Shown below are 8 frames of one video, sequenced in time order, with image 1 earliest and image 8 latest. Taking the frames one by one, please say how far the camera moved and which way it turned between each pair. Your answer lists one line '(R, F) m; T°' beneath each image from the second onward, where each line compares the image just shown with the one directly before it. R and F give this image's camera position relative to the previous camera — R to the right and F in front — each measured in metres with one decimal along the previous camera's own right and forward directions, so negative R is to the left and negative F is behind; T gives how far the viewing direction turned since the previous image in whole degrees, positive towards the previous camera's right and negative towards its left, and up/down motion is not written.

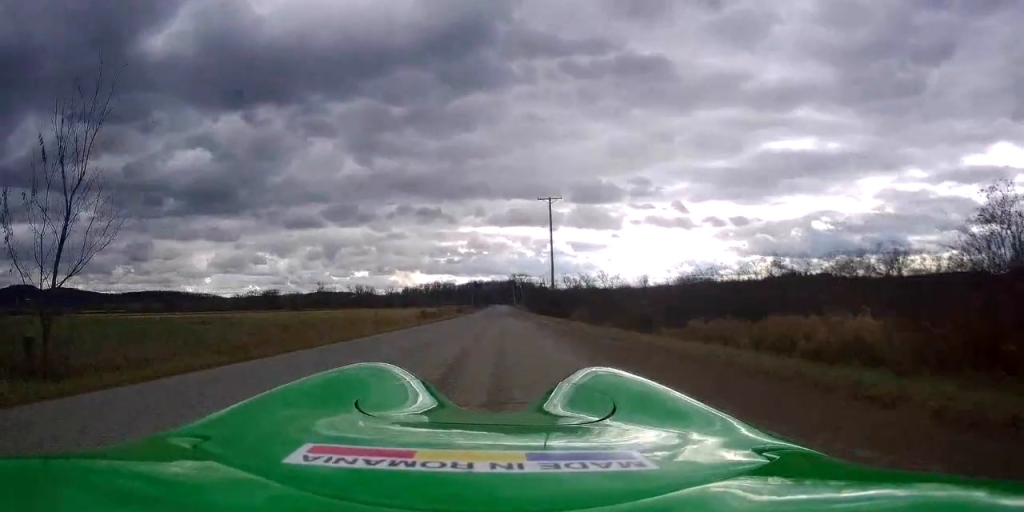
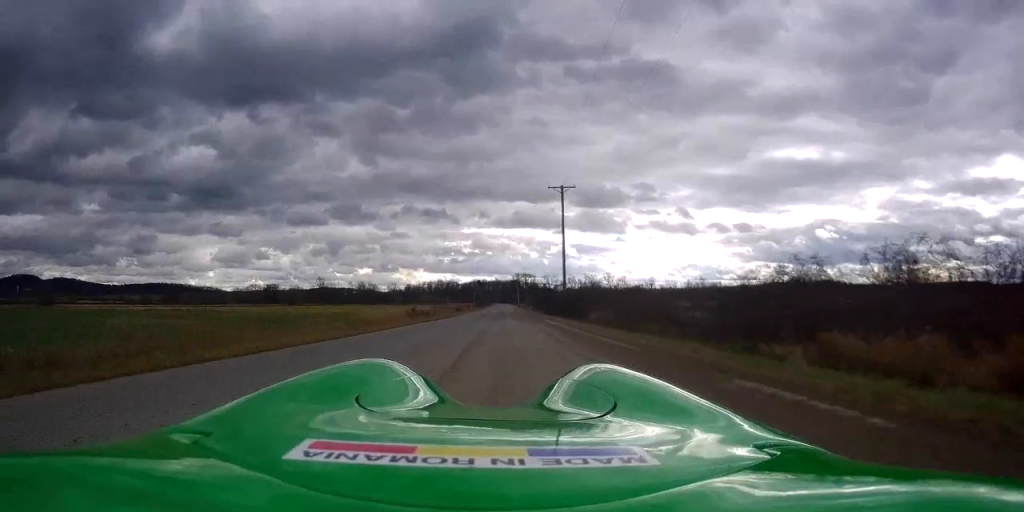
(+0.2, +7.6) m; +1°
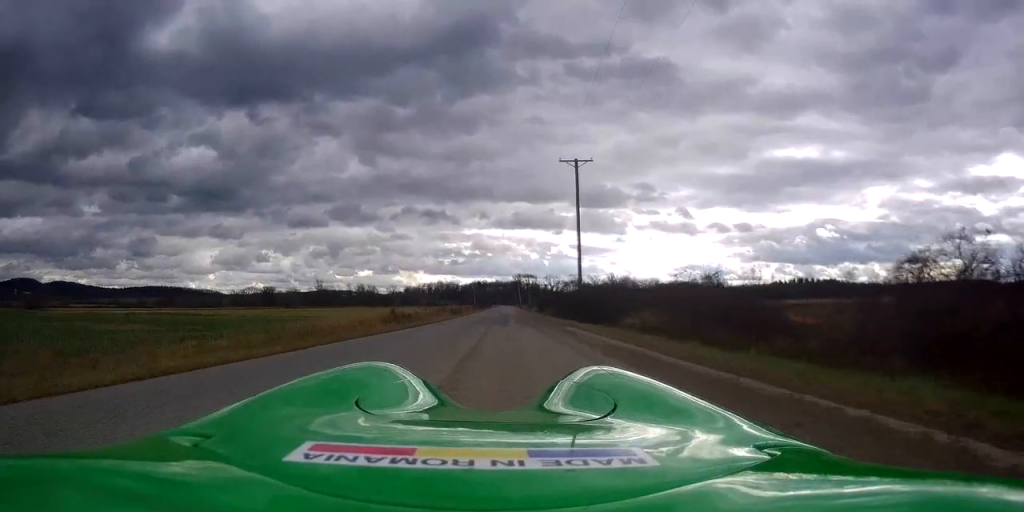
(0.0, +9.5) m; -1°
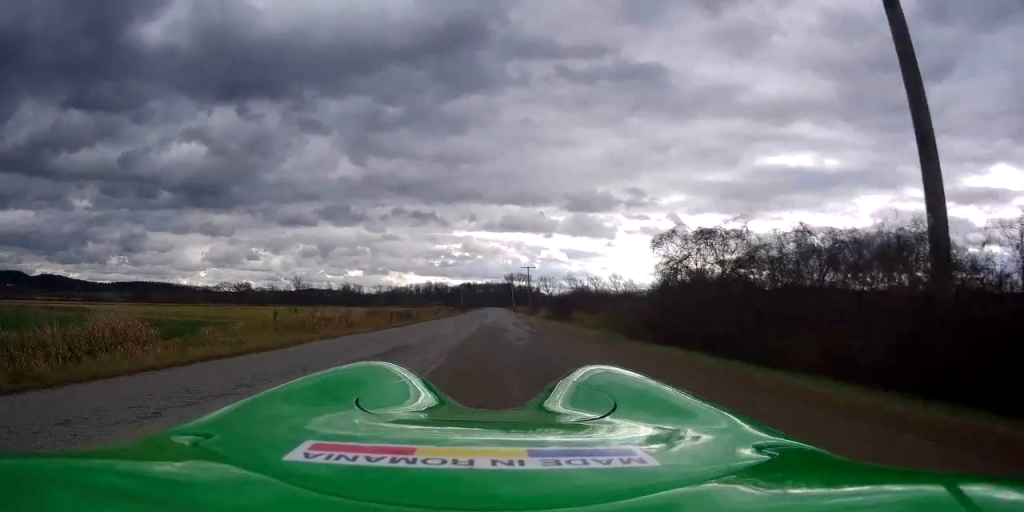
(-1.4, +36.1) m; -3°
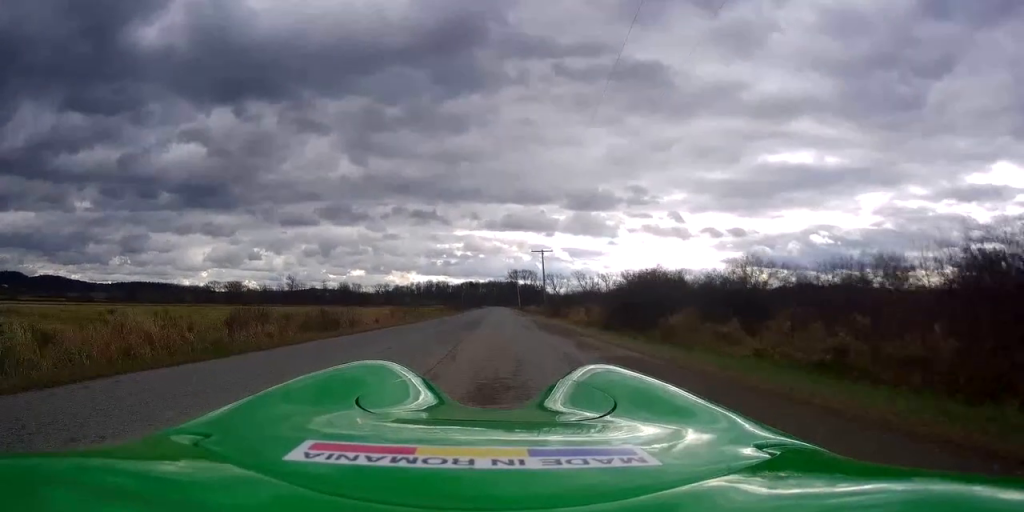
(+0.4, +24.2) m; 0°
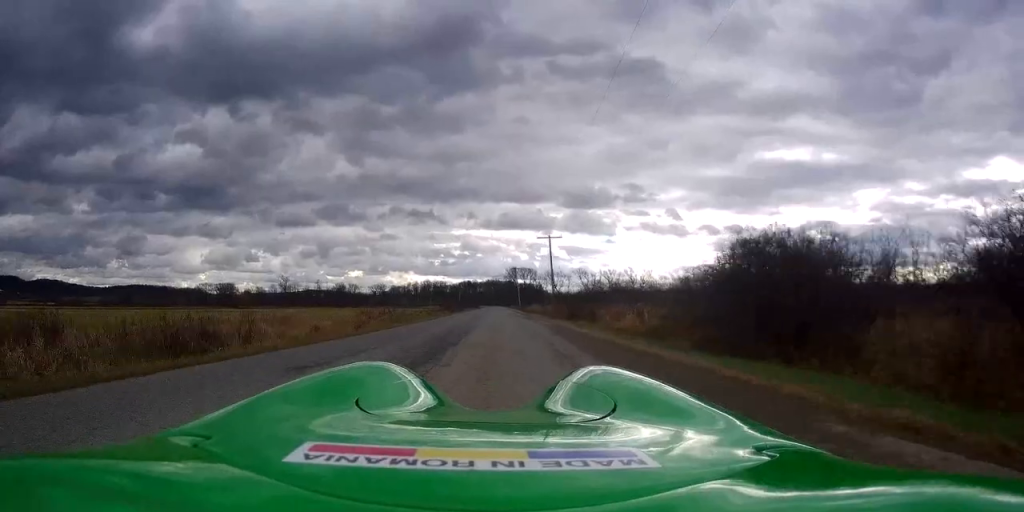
(-0.1, +12.0) m; 0°
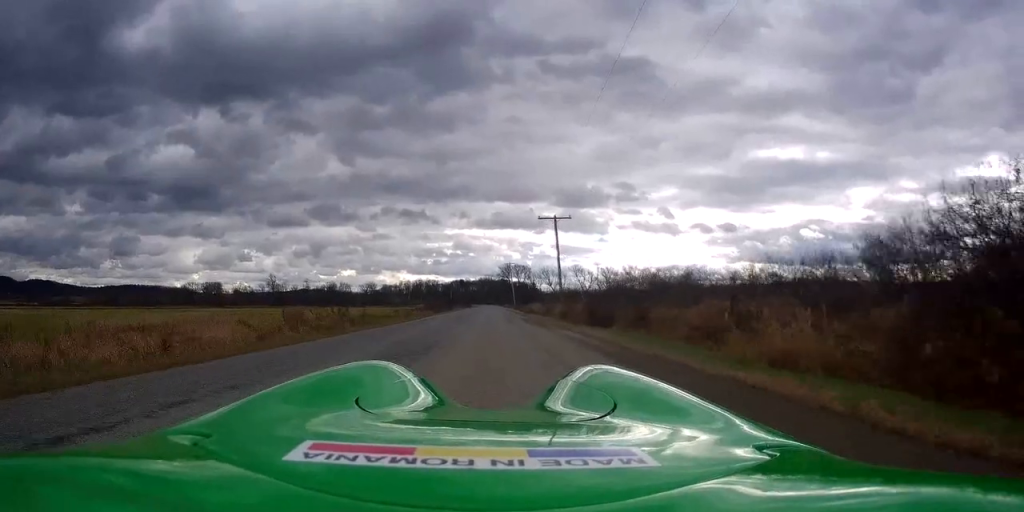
(-0.1, +12.1) m; +1°
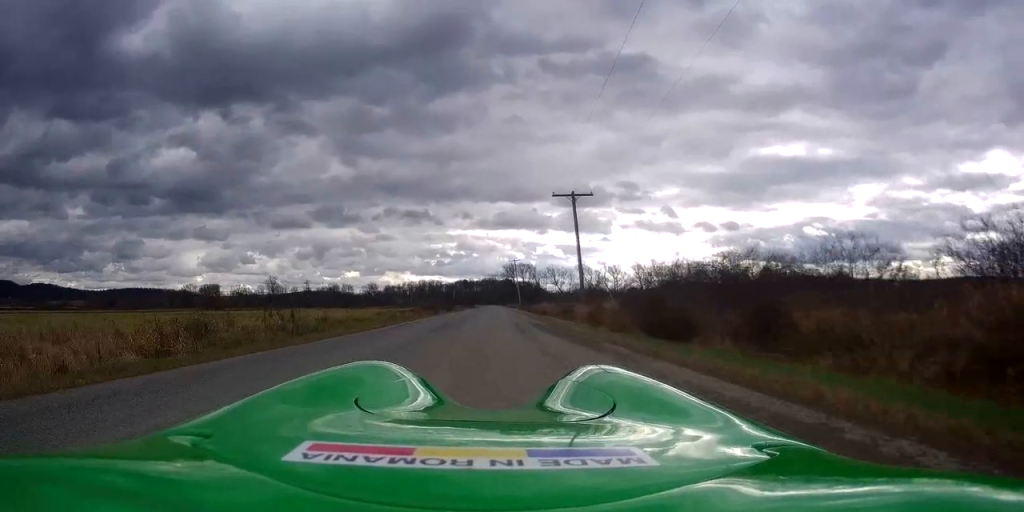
(+0.1, +8.9) m; +1°
